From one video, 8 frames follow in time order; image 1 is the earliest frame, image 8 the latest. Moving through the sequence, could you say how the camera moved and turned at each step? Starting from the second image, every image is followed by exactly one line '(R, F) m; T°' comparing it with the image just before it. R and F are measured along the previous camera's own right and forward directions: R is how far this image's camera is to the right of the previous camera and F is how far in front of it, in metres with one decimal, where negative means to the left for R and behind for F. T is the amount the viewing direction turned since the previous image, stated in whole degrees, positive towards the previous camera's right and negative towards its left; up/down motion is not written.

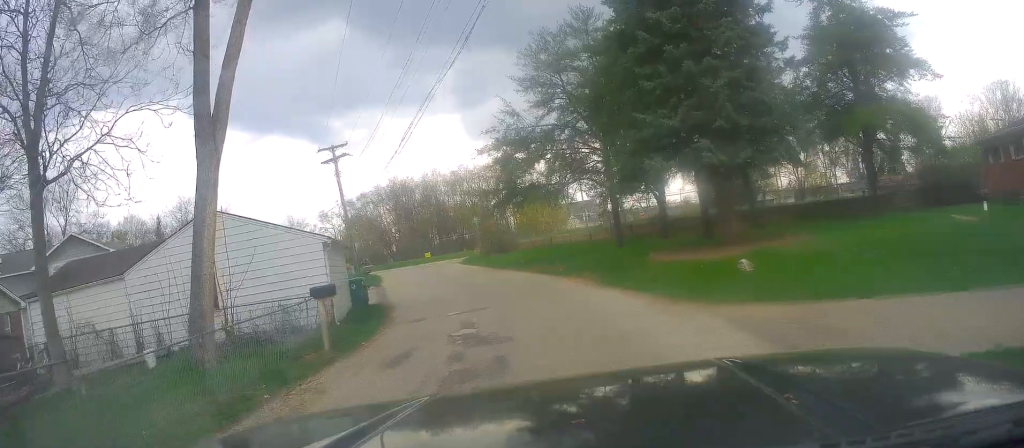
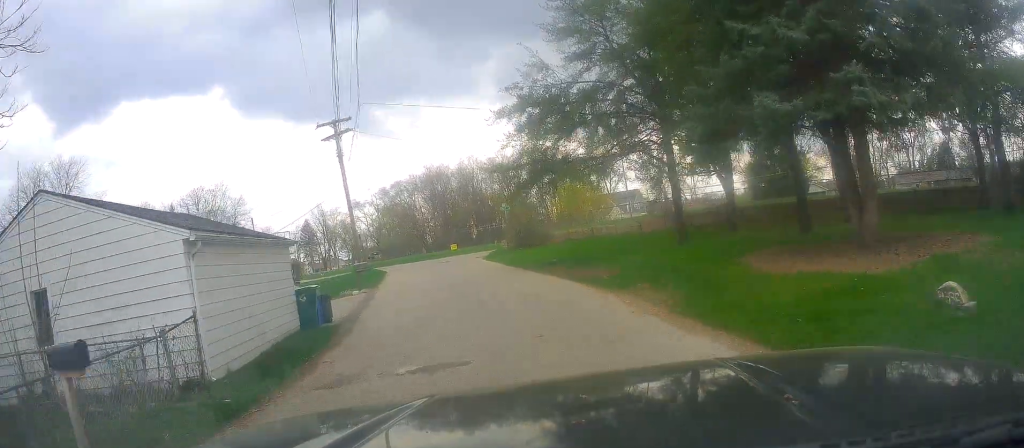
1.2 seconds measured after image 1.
(-0.4, +7.3) m; -4°
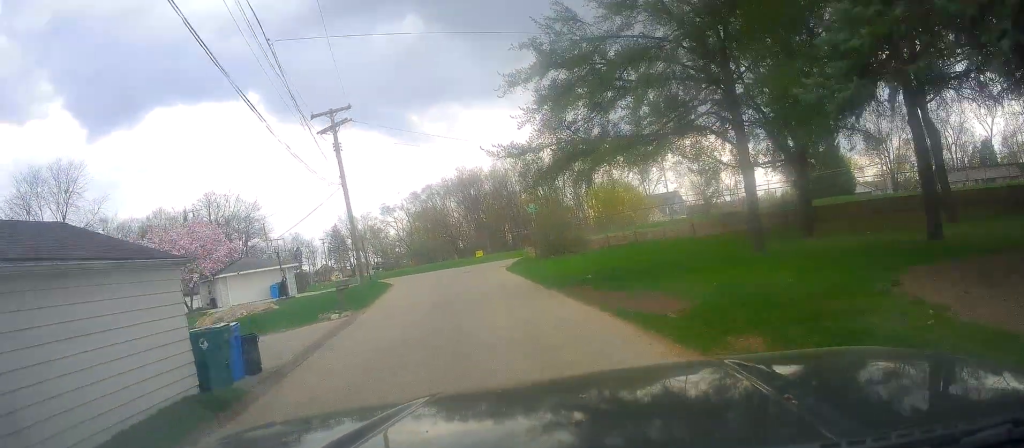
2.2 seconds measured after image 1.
(0.0, +6.2) m; -4°
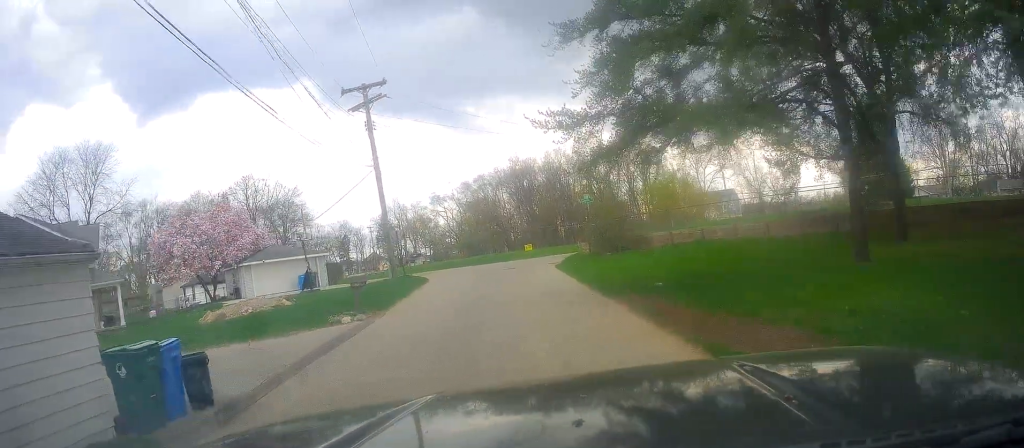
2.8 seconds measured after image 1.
(-0.2, +3.6) m; -5°
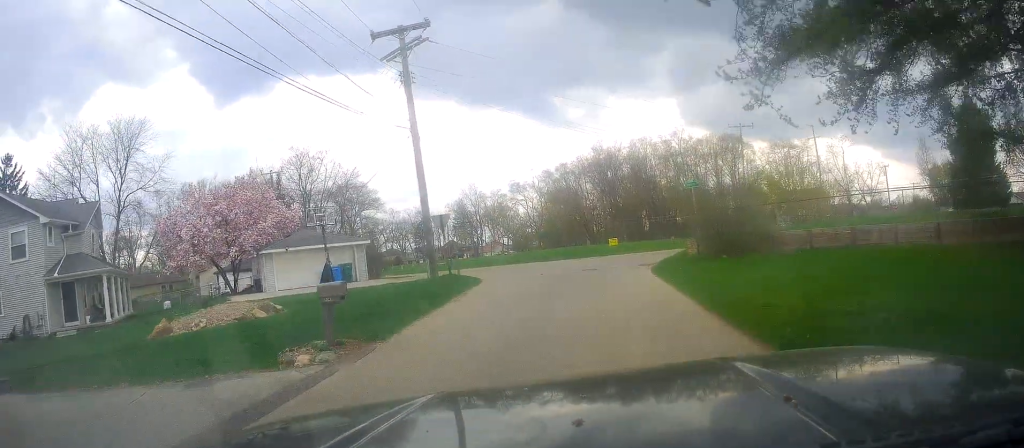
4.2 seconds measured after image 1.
(-0.8, +7.9) m; -10°
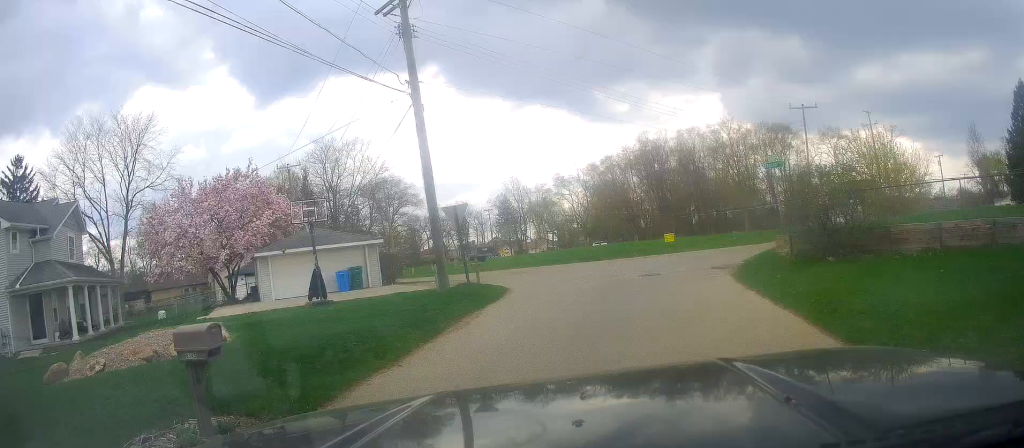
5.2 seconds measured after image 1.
(-0.3, +5.7) m; -4°
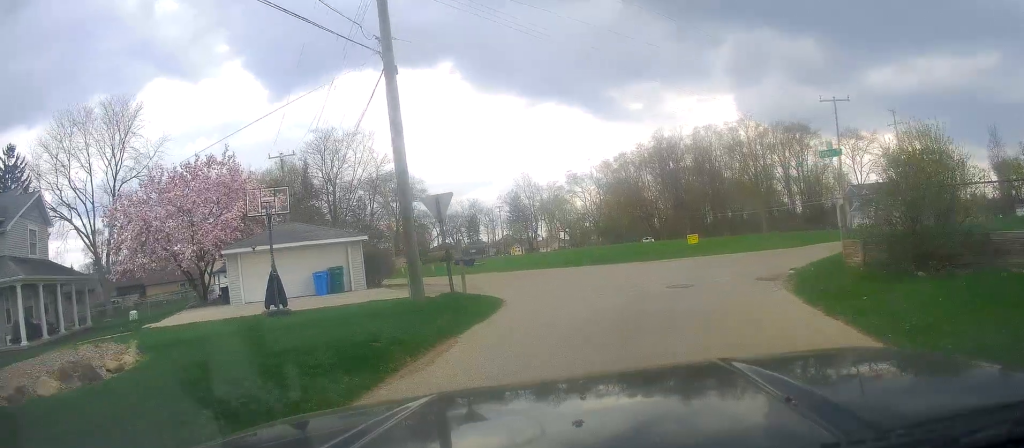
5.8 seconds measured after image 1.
(-0.1, +3.9) m; 0°
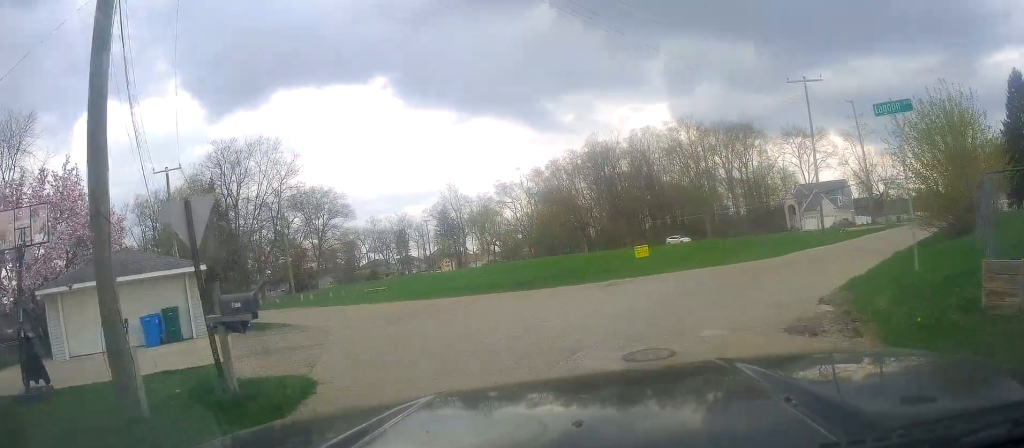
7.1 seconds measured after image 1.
(+0.2, +7.3) m; +9°
